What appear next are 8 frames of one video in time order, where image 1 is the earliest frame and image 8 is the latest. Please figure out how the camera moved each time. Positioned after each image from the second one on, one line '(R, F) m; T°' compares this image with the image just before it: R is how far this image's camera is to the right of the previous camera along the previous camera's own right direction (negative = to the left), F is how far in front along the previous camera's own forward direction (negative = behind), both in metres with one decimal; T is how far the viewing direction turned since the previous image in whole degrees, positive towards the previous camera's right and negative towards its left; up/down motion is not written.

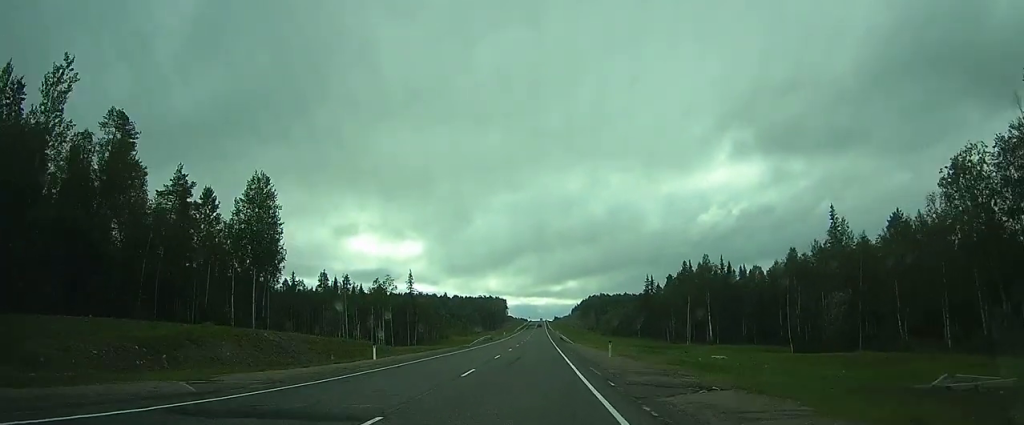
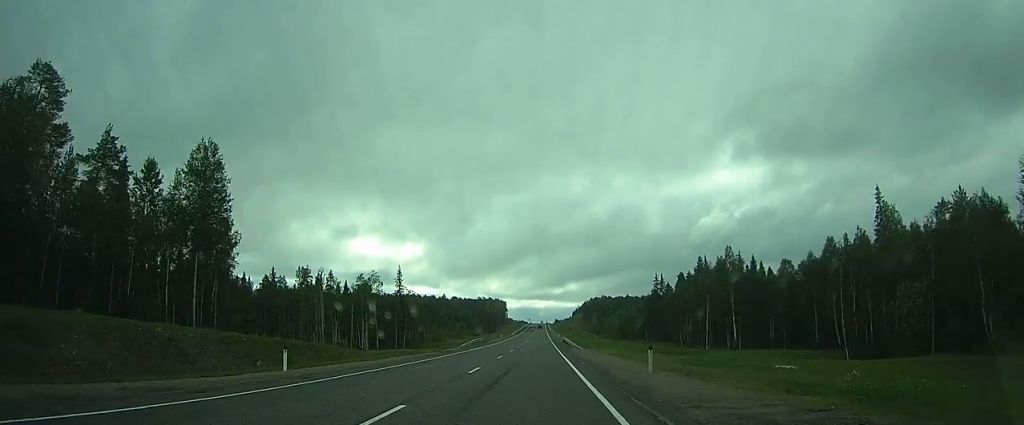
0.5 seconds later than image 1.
(0.0, +10.7) m; 0°
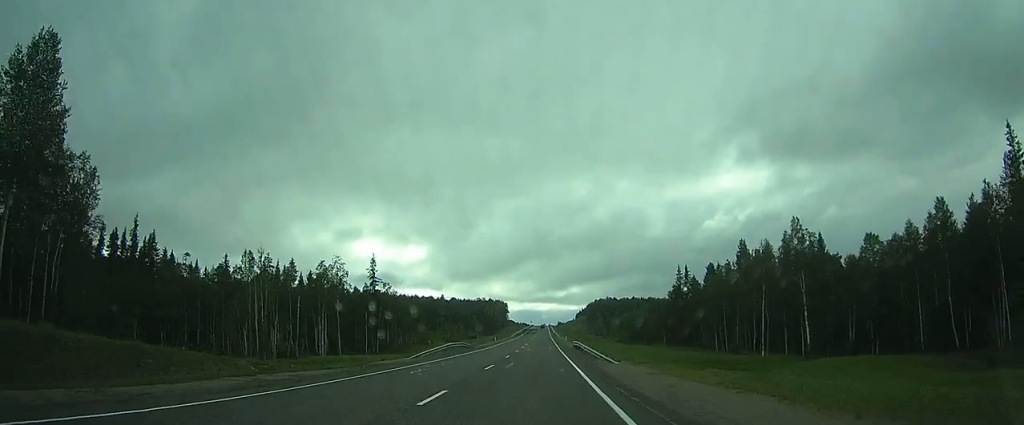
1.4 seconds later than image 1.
(0.0, +20.6) m; 0°
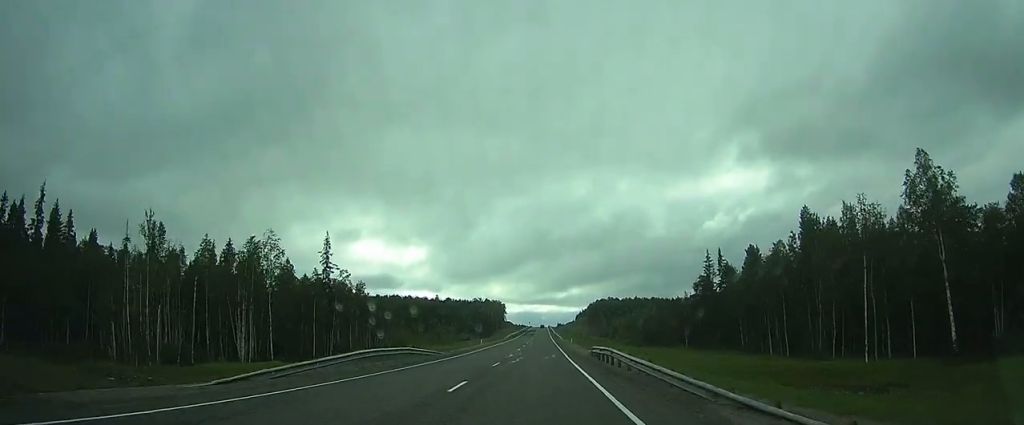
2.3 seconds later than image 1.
(+0.2, +21.5) m; 0°
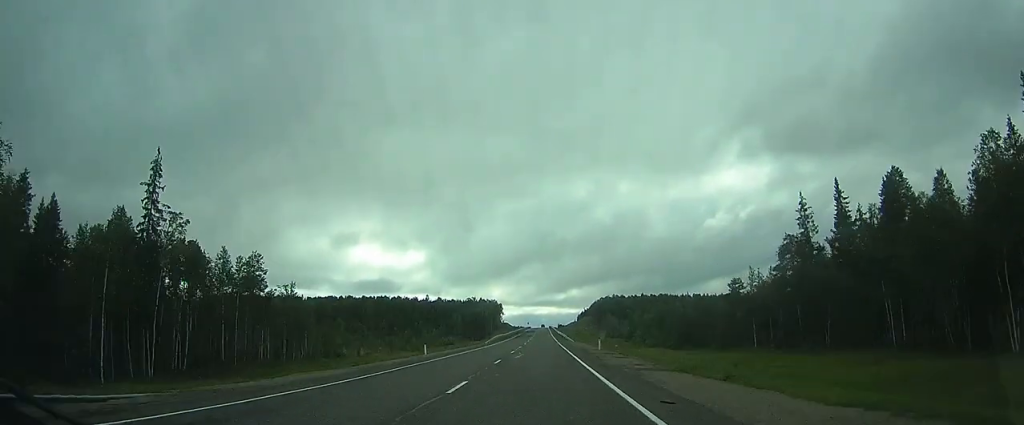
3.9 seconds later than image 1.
(-0.1, +37.9) m; -1°
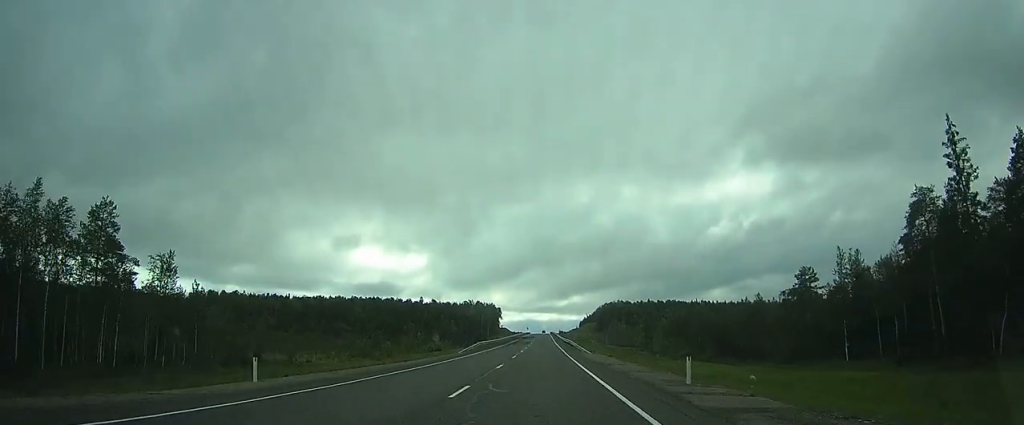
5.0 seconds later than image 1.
(-0.2, +25.0) m; -1°
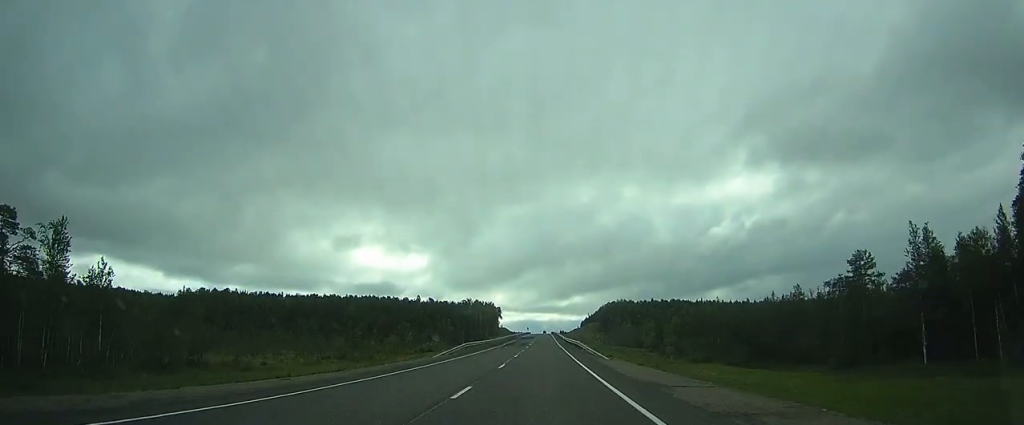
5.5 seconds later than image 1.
(0.0, +12.6) m; 0°
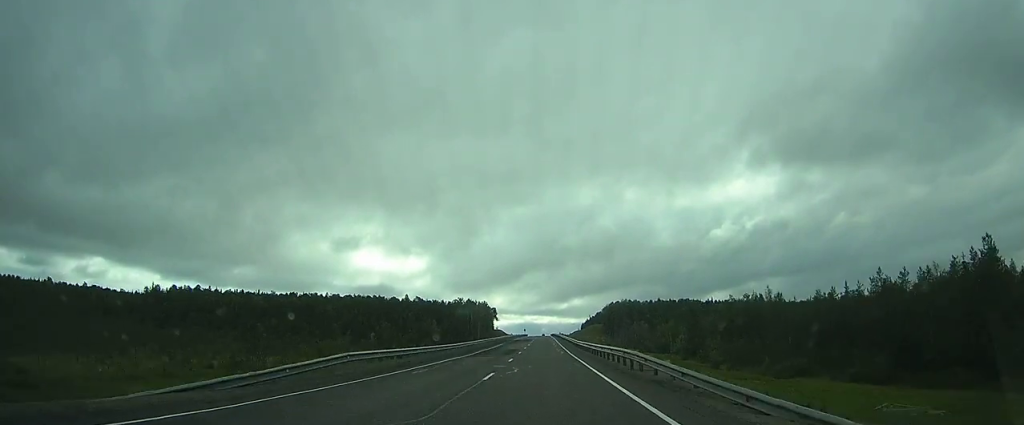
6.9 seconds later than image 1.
(-0.2, +32.4) m; 0°
